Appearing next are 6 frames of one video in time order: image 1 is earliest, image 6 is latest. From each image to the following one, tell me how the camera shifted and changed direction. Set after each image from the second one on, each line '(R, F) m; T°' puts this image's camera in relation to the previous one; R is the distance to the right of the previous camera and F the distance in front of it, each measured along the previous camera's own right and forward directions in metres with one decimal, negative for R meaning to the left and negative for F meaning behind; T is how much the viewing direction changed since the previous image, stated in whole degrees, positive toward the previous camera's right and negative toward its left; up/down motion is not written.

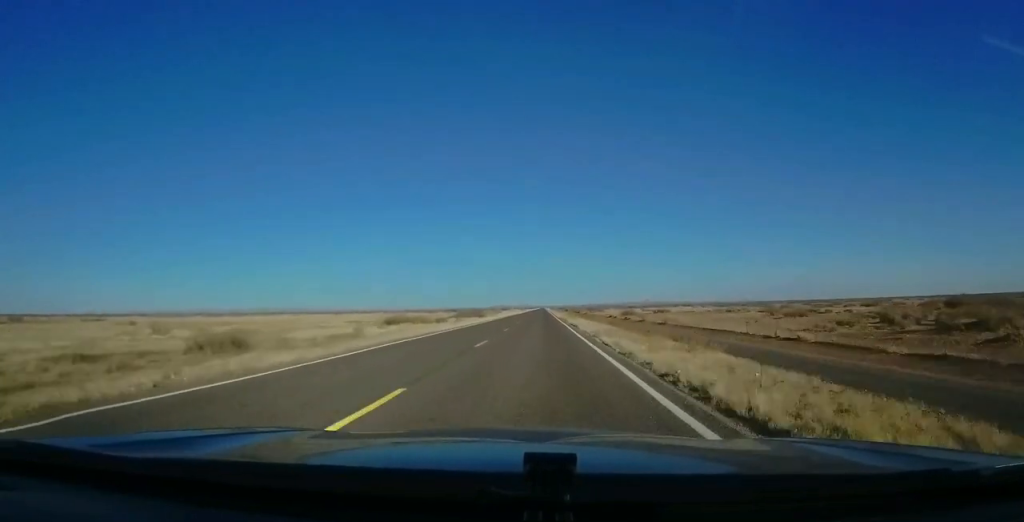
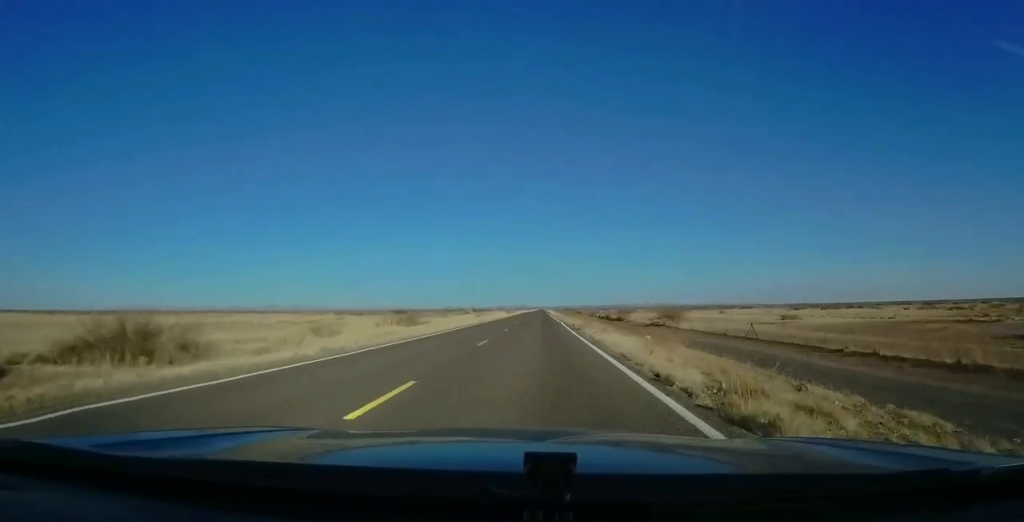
(-2.5, +110.0) m; -1°
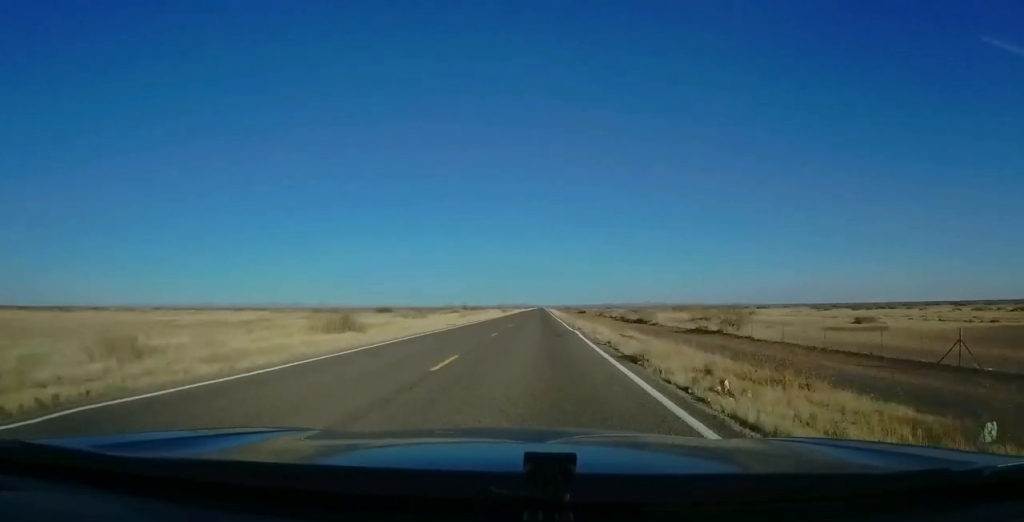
(0.0, +19.6) m; 0°
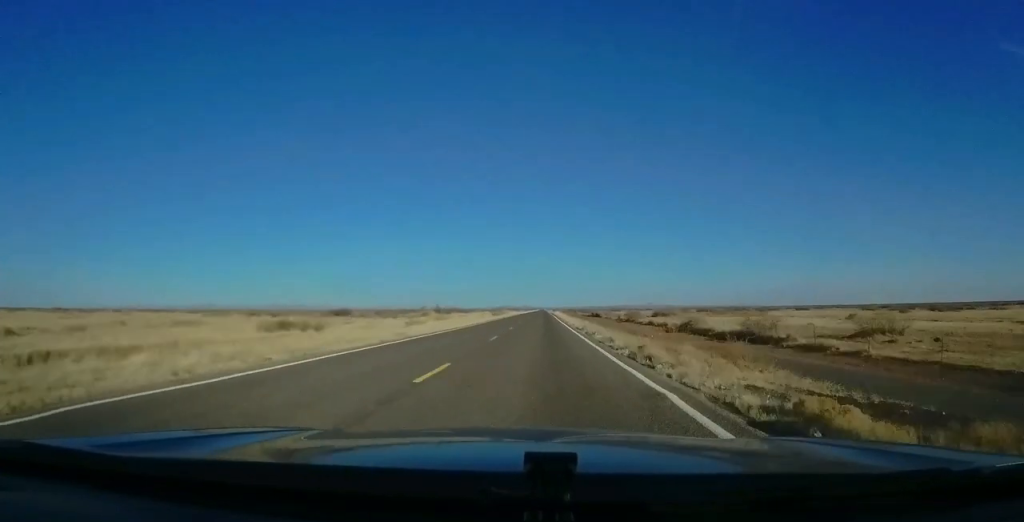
(+0.4, +38.1) m; +1°
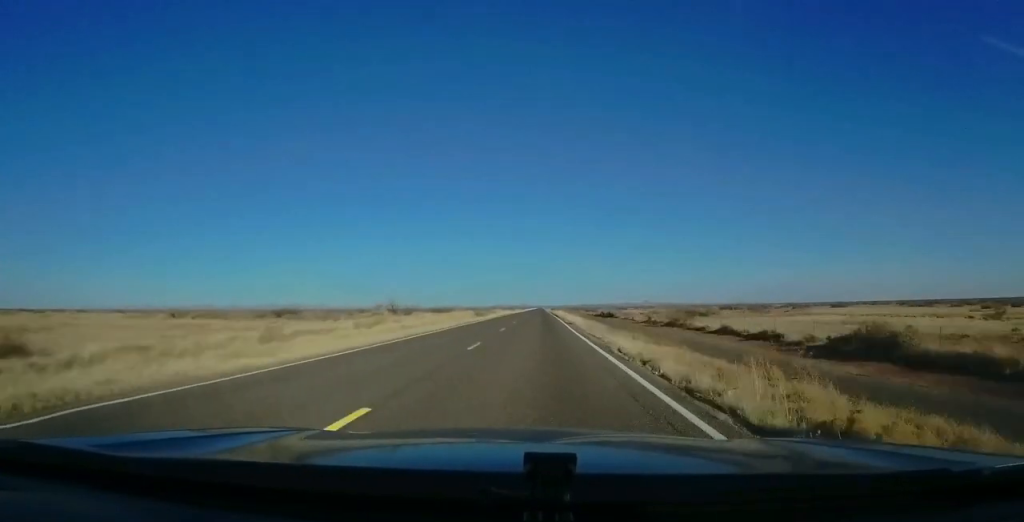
(+0.2, +29.5) m; 0°
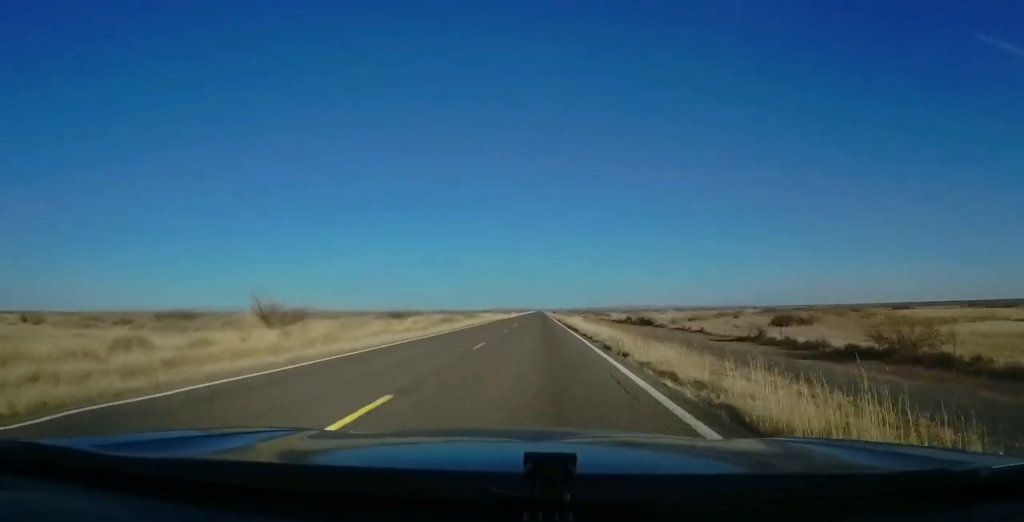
(-0.2, +35.6) m; 0°
